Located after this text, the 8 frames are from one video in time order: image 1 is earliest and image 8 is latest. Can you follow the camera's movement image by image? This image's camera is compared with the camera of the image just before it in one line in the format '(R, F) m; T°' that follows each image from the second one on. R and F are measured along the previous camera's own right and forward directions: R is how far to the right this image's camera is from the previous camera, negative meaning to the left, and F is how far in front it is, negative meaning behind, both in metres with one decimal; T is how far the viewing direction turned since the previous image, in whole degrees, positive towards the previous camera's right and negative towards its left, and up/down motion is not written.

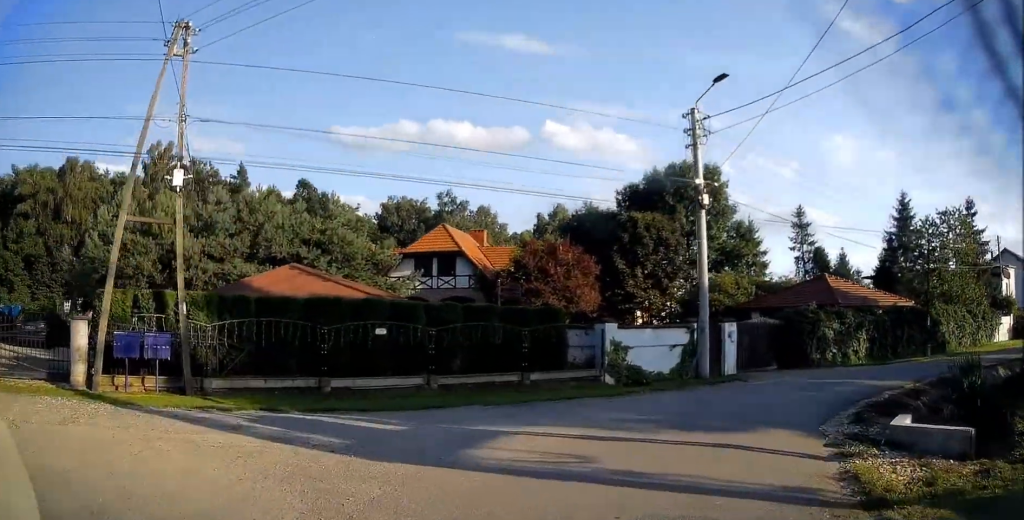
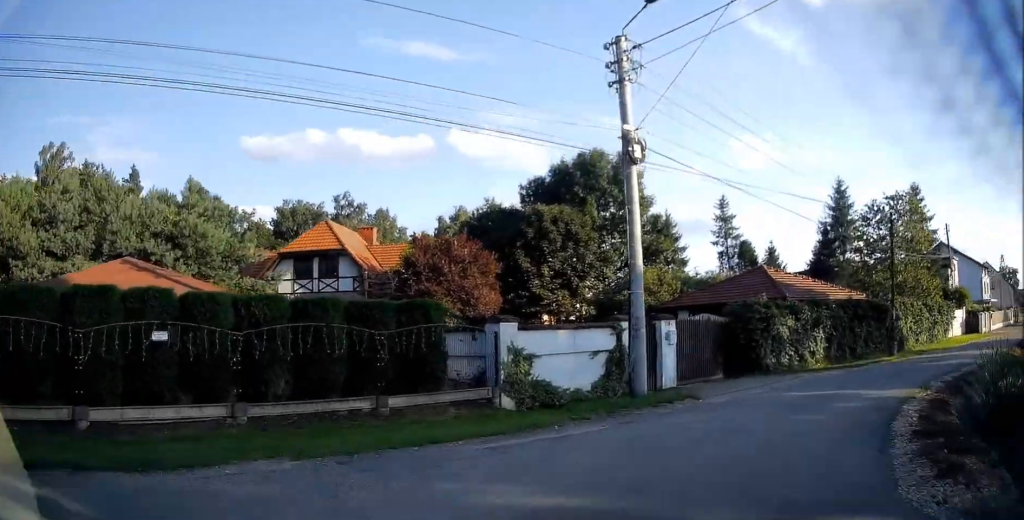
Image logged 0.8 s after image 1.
(+0.2, +5.2) m; +9°
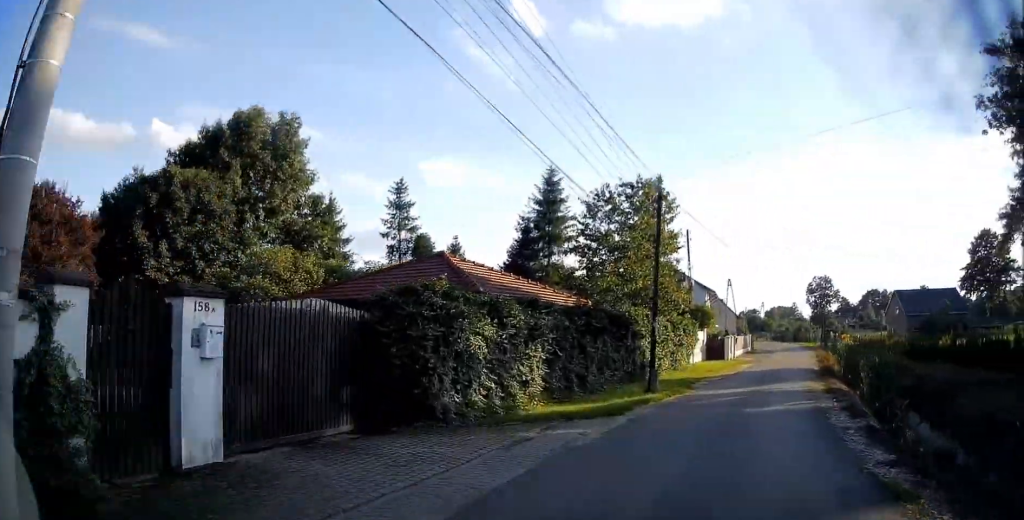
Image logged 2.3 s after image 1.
(+2.0, +9.4) m; +27°
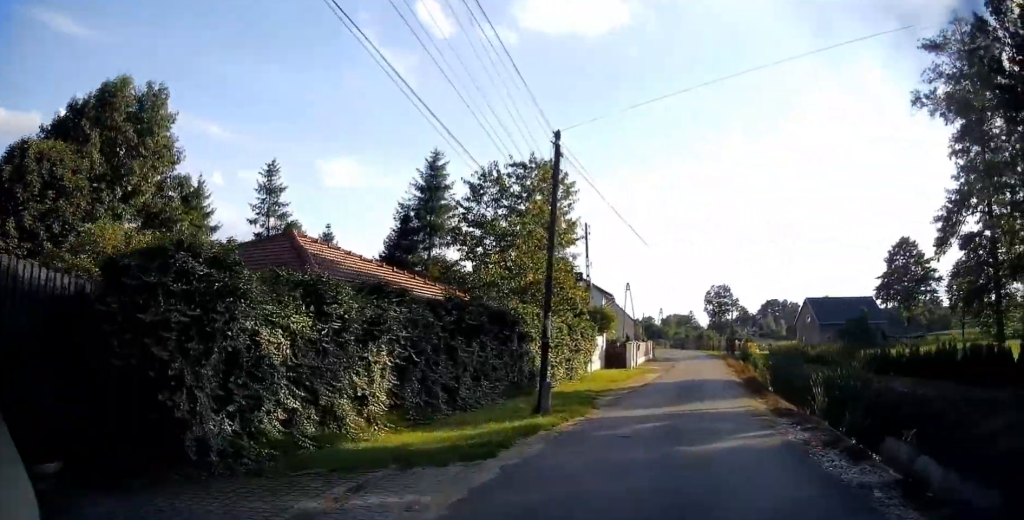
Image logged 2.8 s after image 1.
(+0.3, +3.8) m; +9°
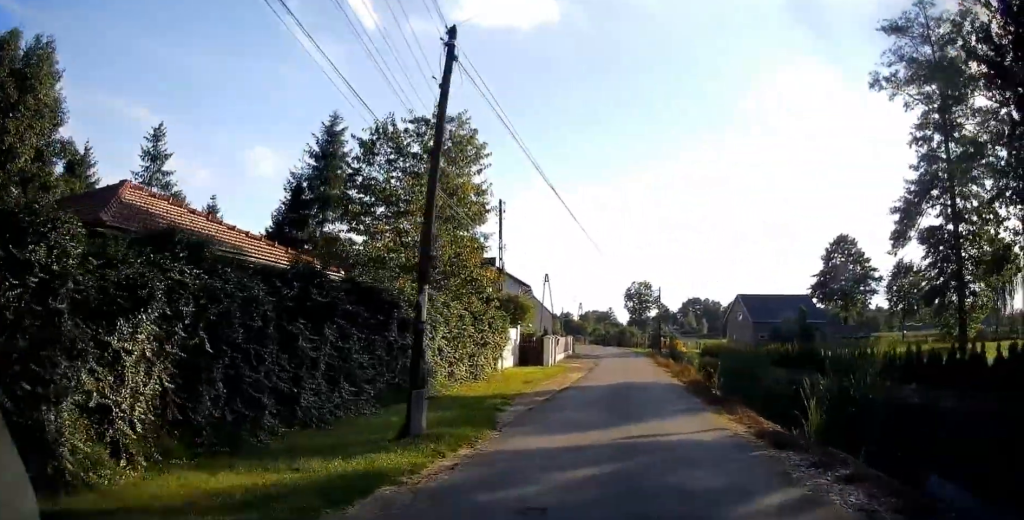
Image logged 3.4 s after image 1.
(+0.5, +4.1) m; +6°
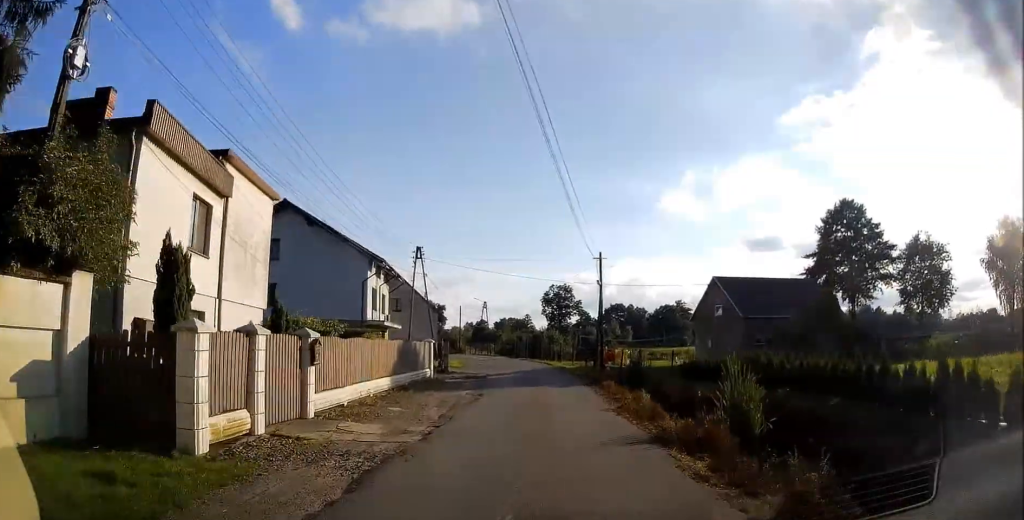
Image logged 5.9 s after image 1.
(+2.9, +23.0) m; +8°
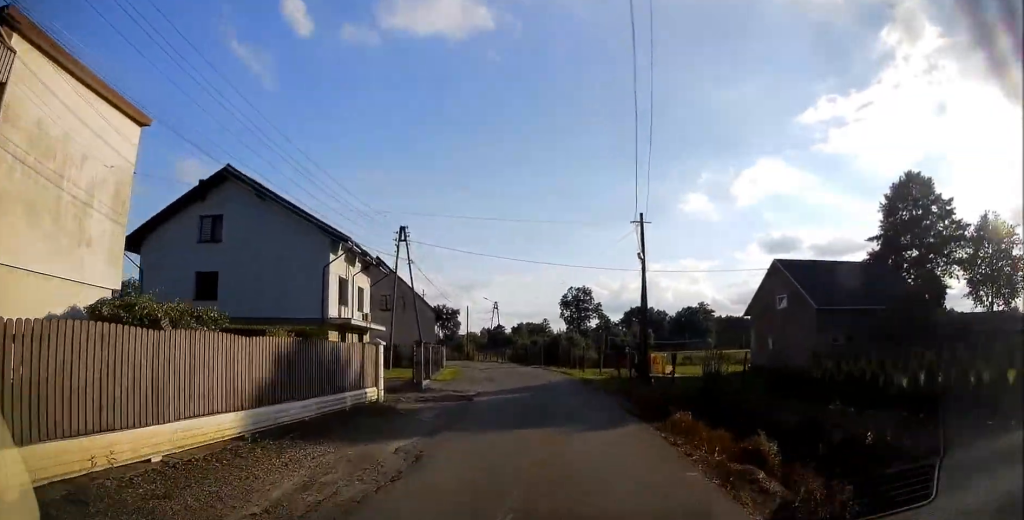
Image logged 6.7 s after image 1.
(-0.3, +9.2) m; 0°
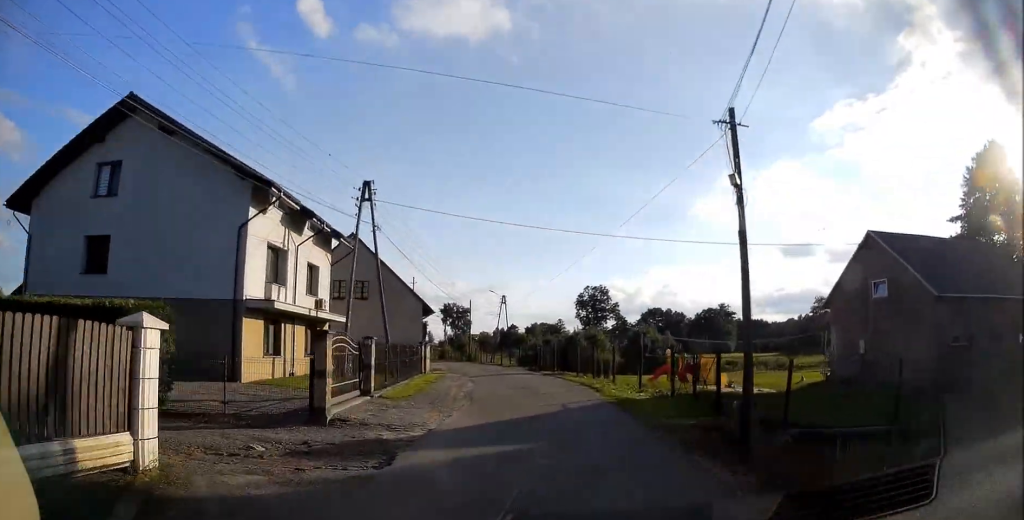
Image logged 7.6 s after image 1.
(+0.3, +9.4) m; 0°
